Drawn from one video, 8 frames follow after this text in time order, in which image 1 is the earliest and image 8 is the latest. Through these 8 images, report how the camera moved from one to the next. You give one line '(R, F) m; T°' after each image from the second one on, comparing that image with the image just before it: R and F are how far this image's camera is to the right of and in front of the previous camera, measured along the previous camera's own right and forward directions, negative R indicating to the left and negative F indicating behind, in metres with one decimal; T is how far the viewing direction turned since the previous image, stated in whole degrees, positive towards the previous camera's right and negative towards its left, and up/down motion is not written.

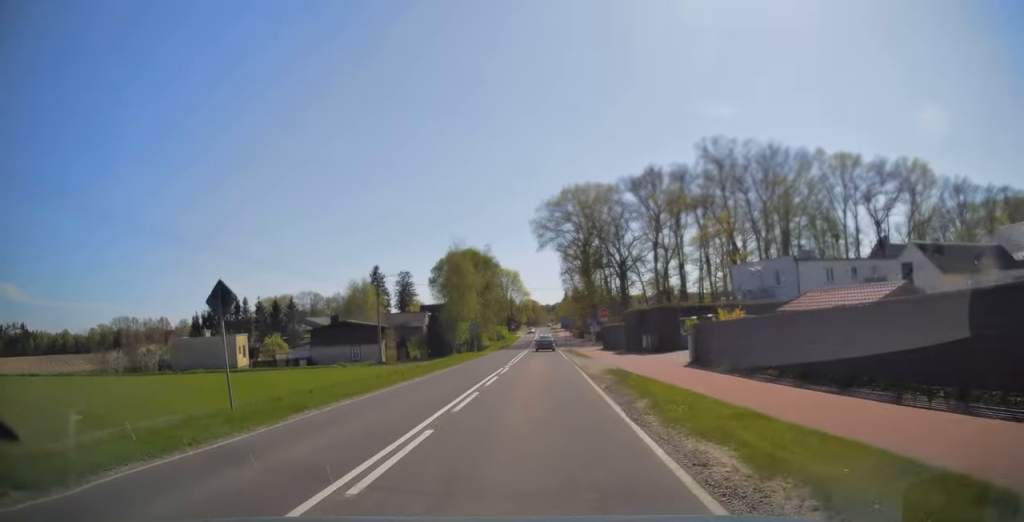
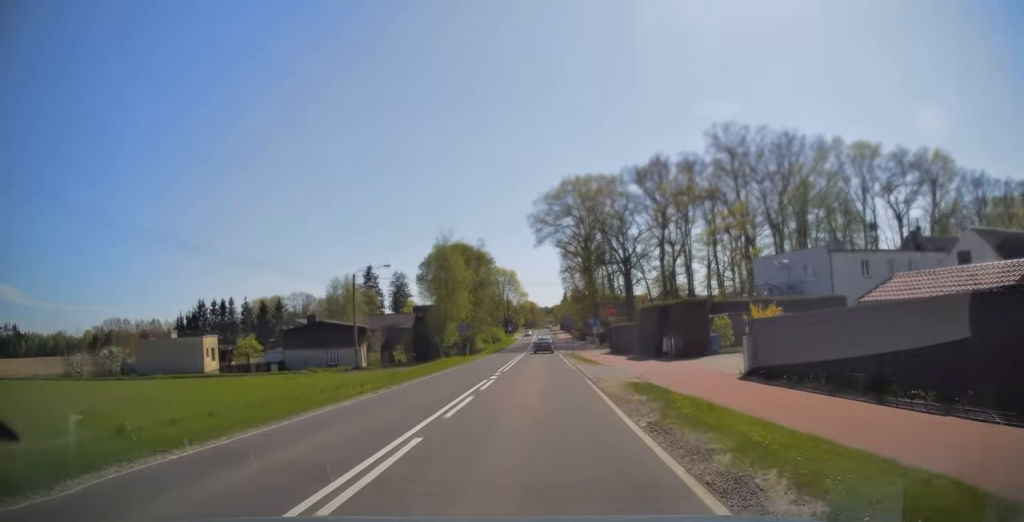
(-0.1, +6.8) m; 0°
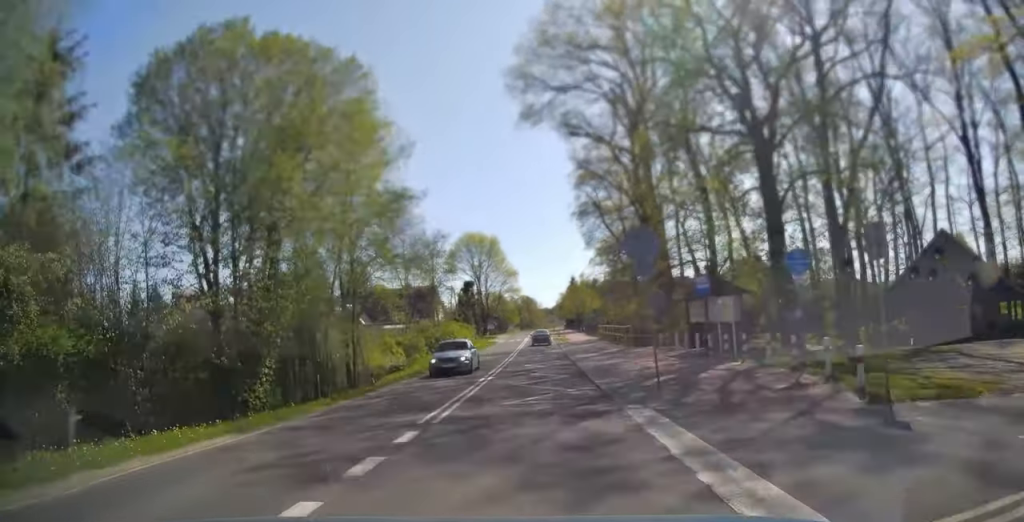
(+0.5, +53.6) m; 0°
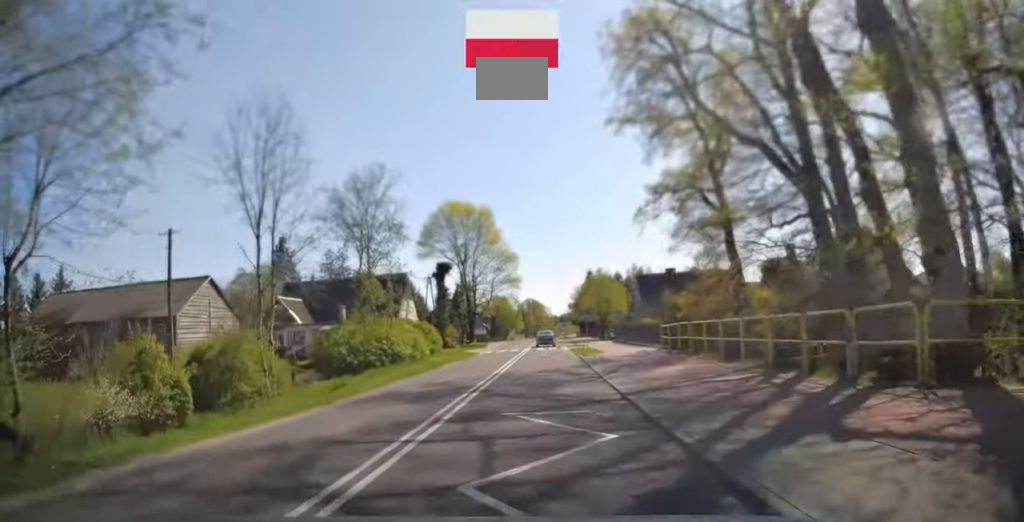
(-0.3, +27.3) m; -1°
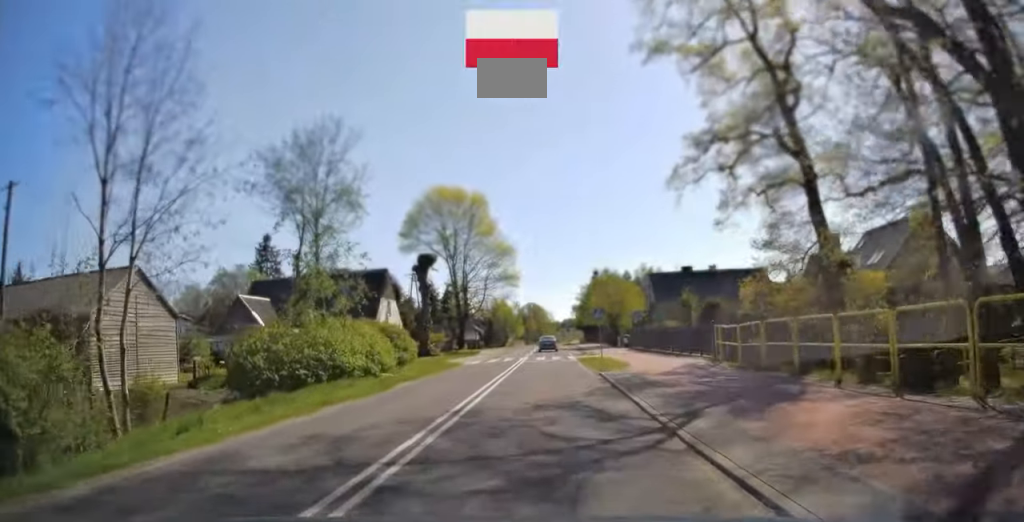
(0.0, +9.4) m; 0°
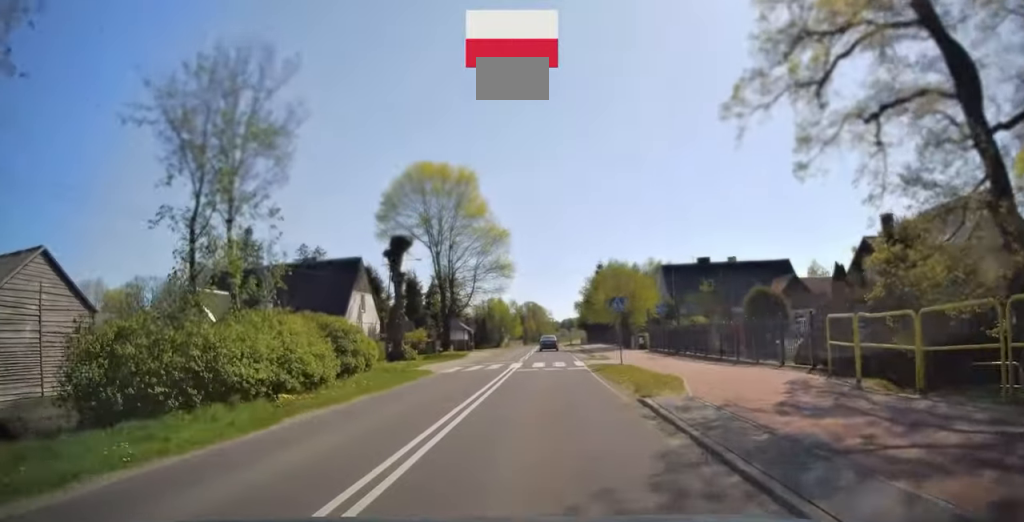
(0.0, +8.8) m; 0°
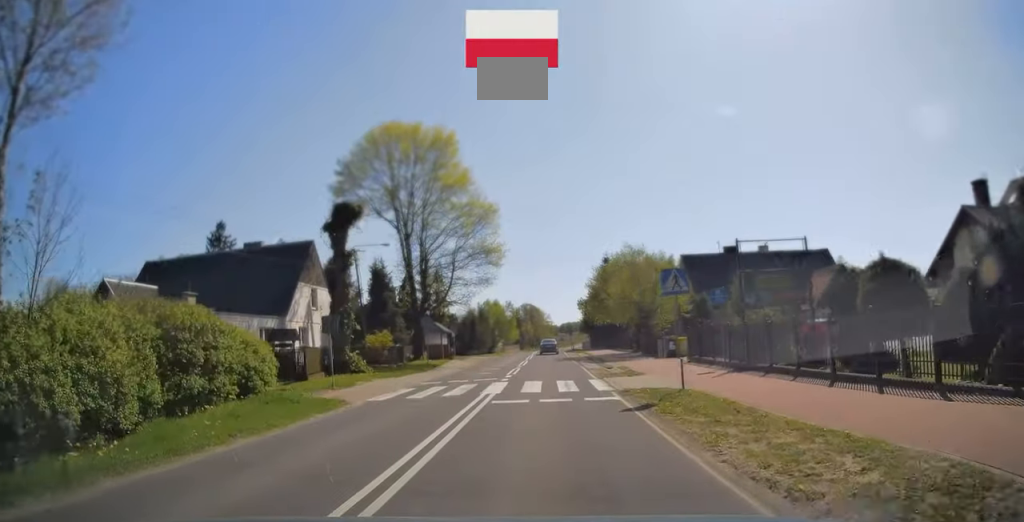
(0.0, +11.2) m; 0°
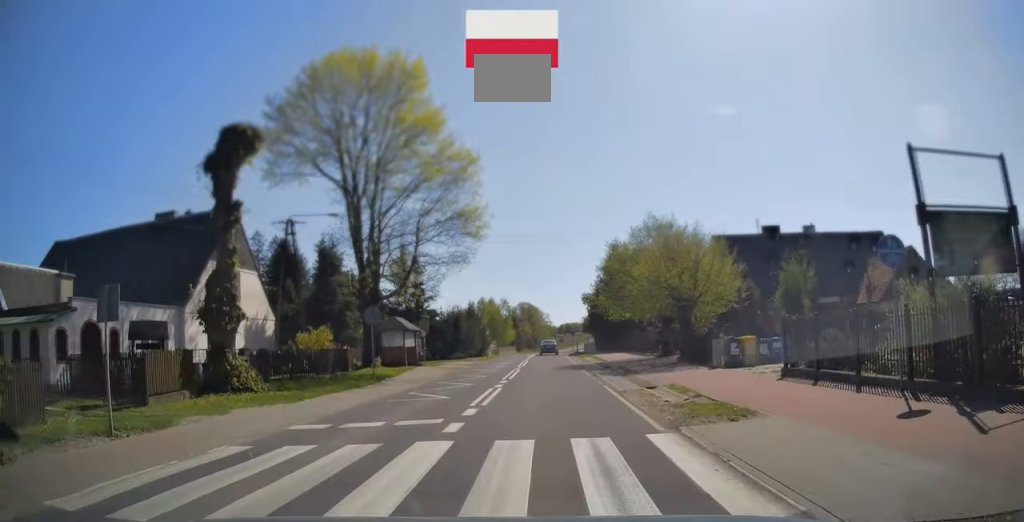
(+0.1, +11.3) m; 0°
